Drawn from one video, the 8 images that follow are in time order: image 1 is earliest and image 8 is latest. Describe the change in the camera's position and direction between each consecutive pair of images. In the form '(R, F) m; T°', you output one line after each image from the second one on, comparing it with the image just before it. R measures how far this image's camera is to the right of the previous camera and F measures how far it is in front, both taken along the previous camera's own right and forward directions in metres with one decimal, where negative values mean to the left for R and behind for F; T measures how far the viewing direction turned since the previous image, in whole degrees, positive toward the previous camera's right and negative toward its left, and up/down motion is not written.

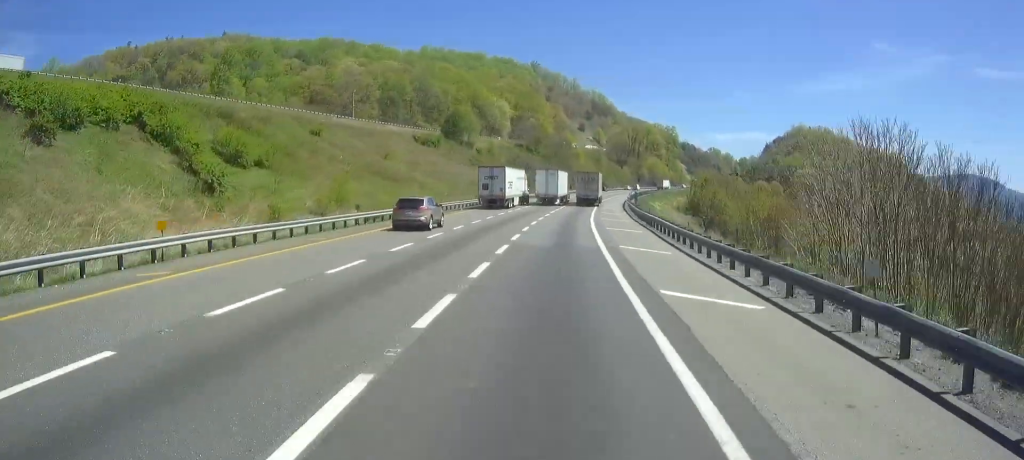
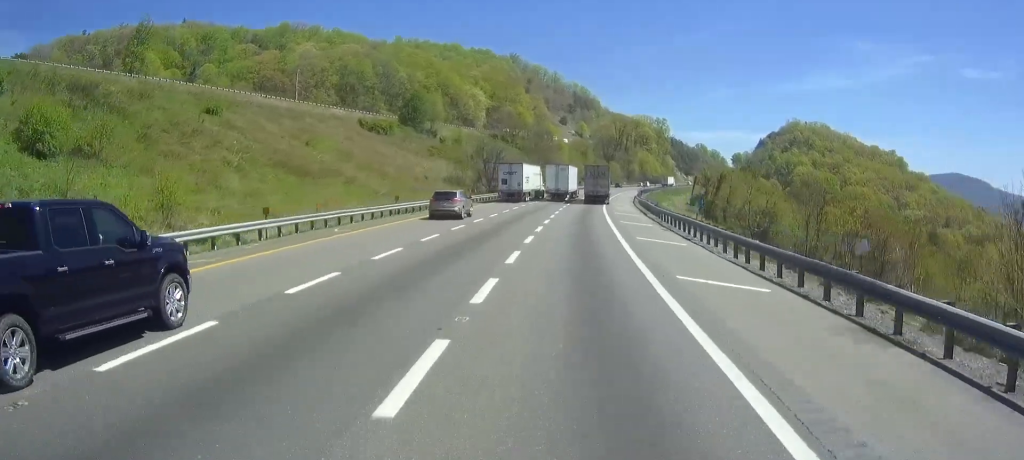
(+0.3, +35.5) m; +1°
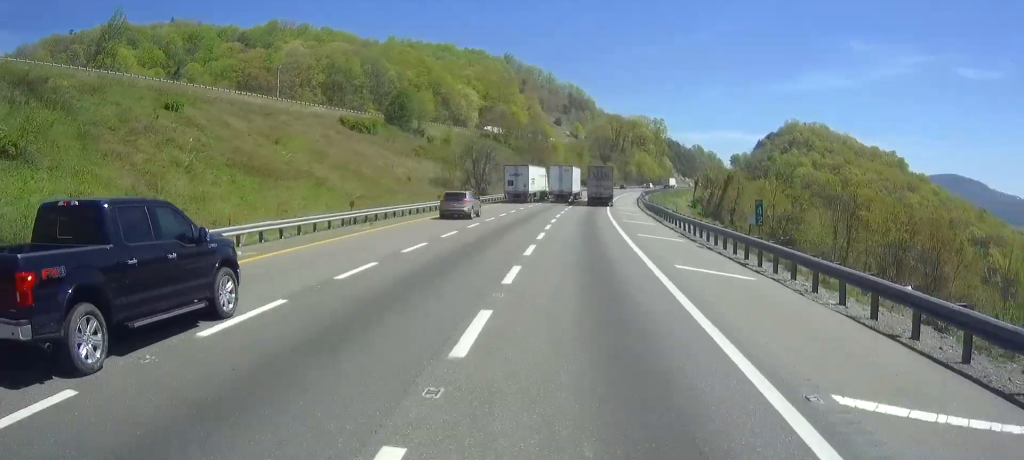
(+0.1, +9.9) m; 0°
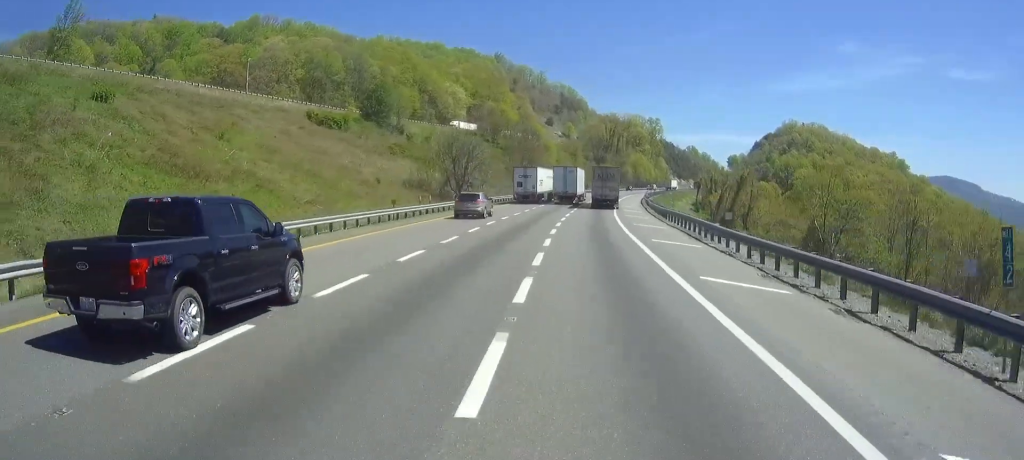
(+0.1, +14.5) m; 0°
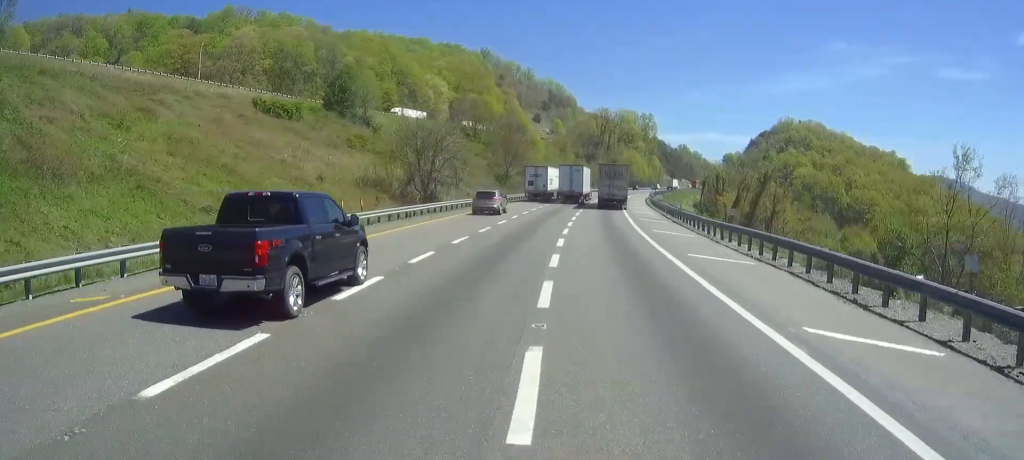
(0.0, +19.2) m; 0°
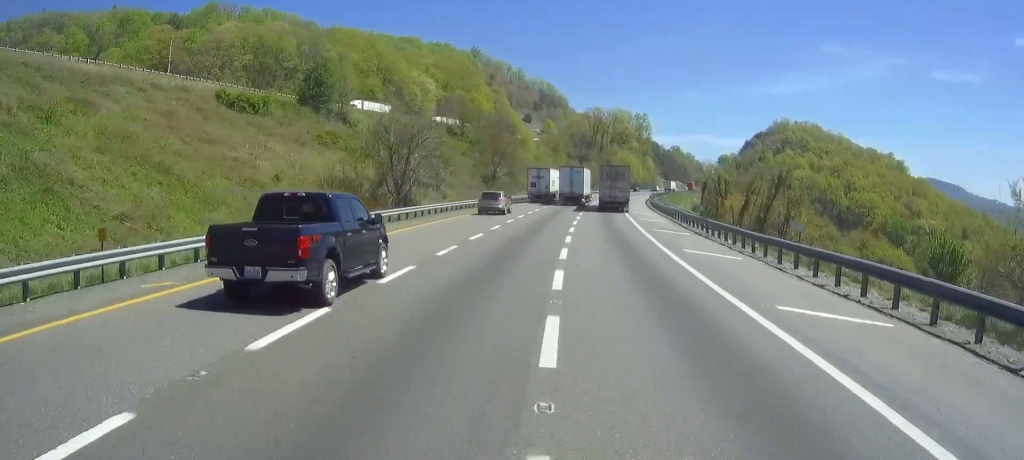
(-0.1, +10.0) m; 0°
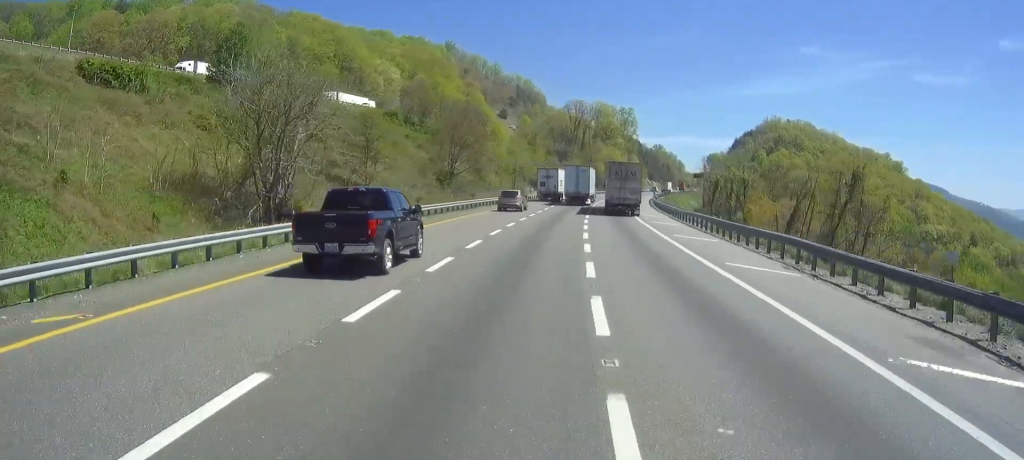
(+0.2, +28.9) m; +1°
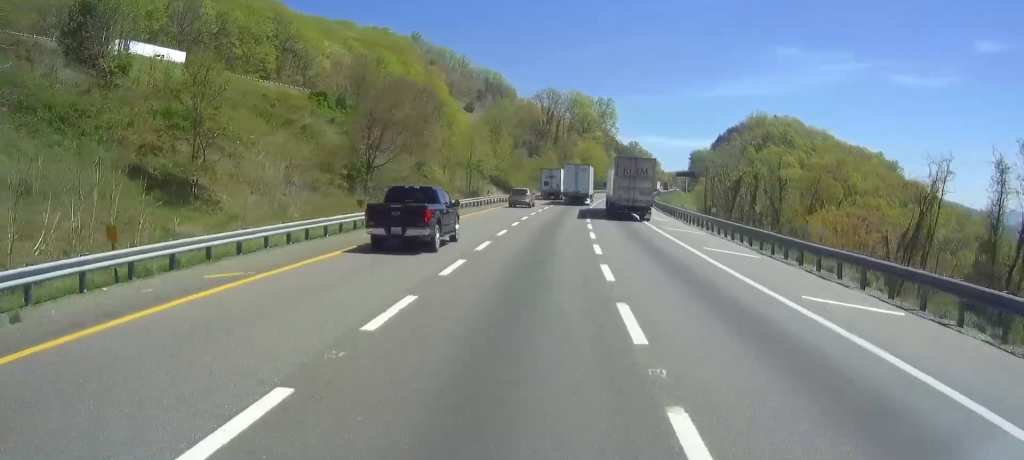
(+0.2, +30.7) m; +2°
